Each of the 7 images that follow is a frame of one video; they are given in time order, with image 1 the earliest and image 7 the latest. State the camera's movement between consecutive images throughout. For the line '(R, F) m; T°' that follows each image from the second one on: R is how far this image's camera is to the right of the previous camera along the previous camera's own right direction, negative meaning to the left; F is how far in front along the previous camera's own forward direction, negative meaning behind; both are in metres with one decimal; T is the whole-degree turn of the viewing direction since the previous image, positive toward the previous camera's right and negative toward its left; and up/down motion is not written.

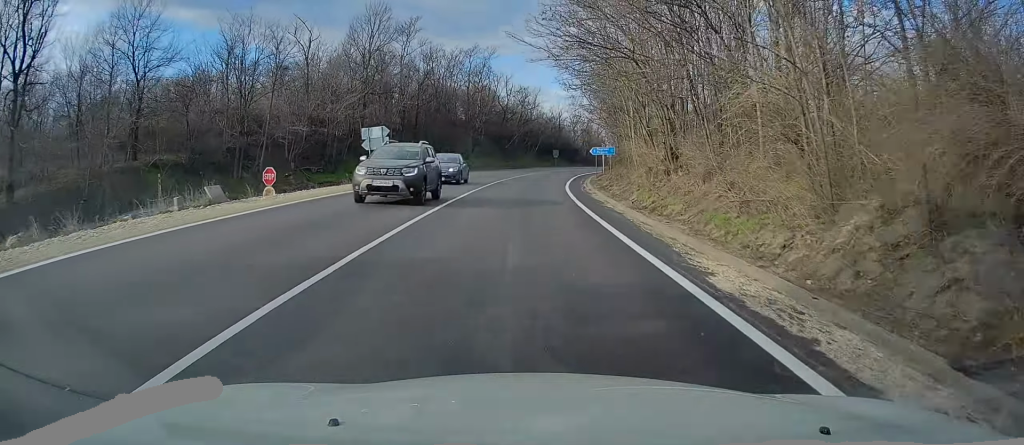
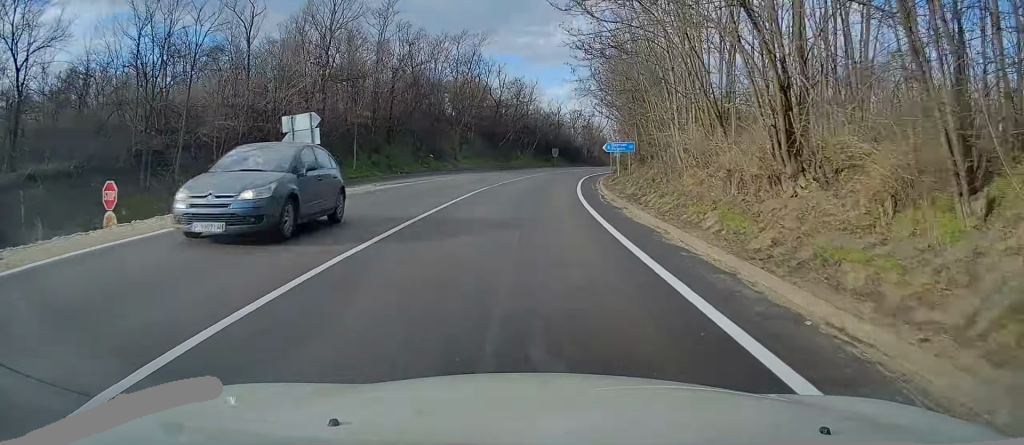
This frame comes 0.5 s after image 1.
(-0.1, +10.6) m; +1°
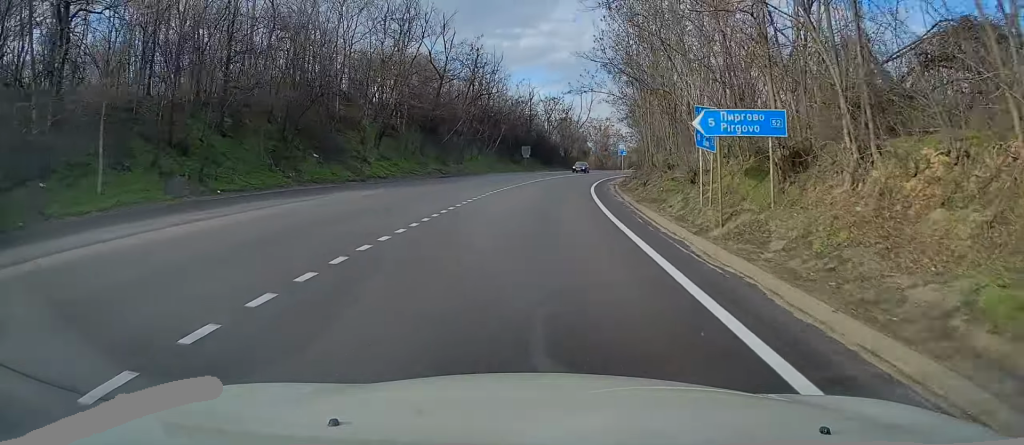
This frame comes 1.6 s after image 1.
(+0.6, +26.4) m; +3°
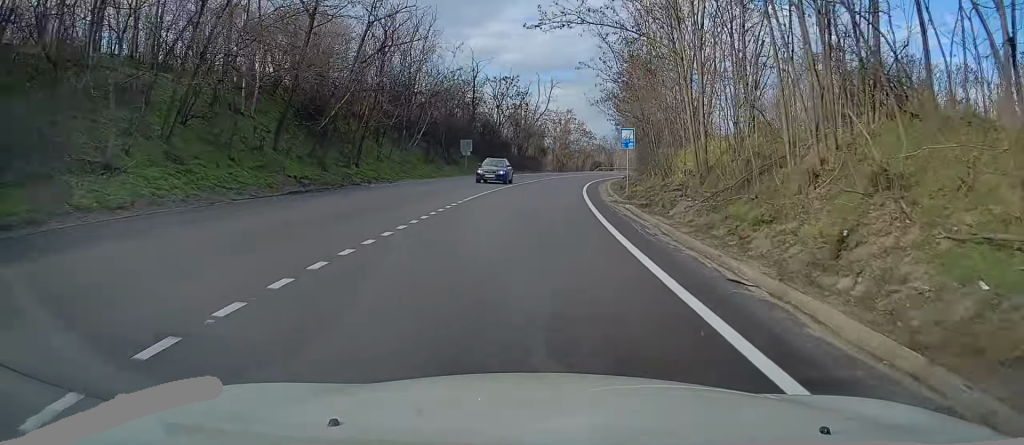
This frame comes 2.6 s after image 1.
(+0.6, +22.1) m; +3°
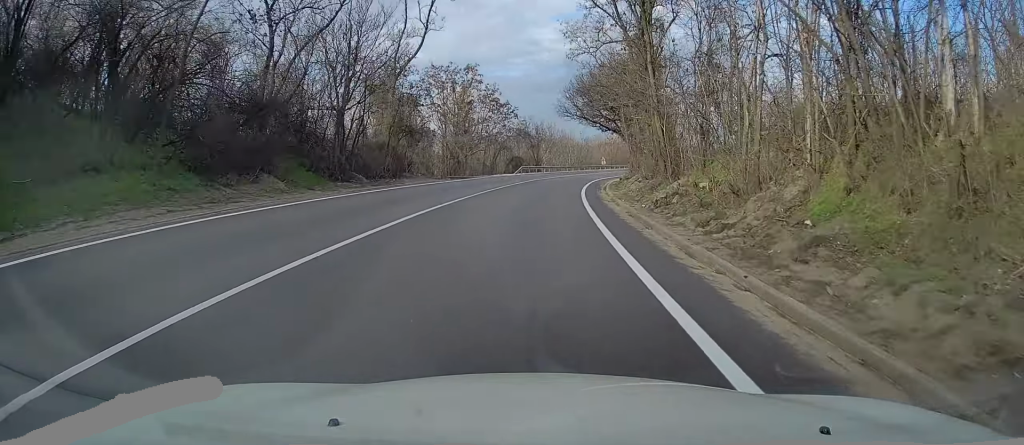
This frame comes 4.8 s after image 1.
(+4.3, +51.5) m; +9°
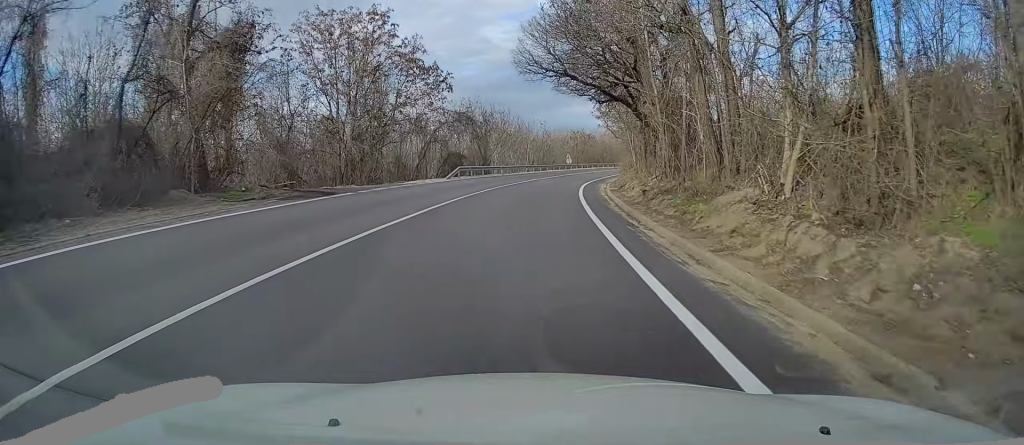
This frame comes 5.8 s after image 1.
(+0.7, +24.6) m; +3°
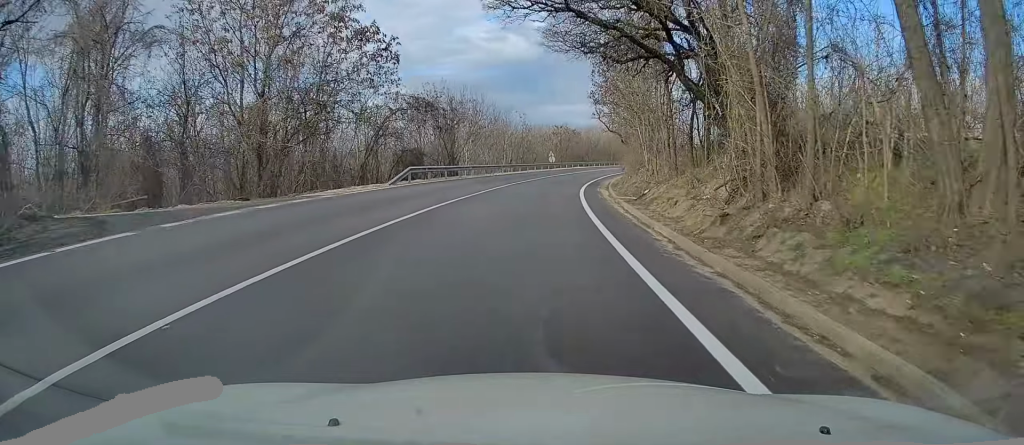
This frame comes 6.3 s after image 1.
(+0.1, +11.9) m; +2°
